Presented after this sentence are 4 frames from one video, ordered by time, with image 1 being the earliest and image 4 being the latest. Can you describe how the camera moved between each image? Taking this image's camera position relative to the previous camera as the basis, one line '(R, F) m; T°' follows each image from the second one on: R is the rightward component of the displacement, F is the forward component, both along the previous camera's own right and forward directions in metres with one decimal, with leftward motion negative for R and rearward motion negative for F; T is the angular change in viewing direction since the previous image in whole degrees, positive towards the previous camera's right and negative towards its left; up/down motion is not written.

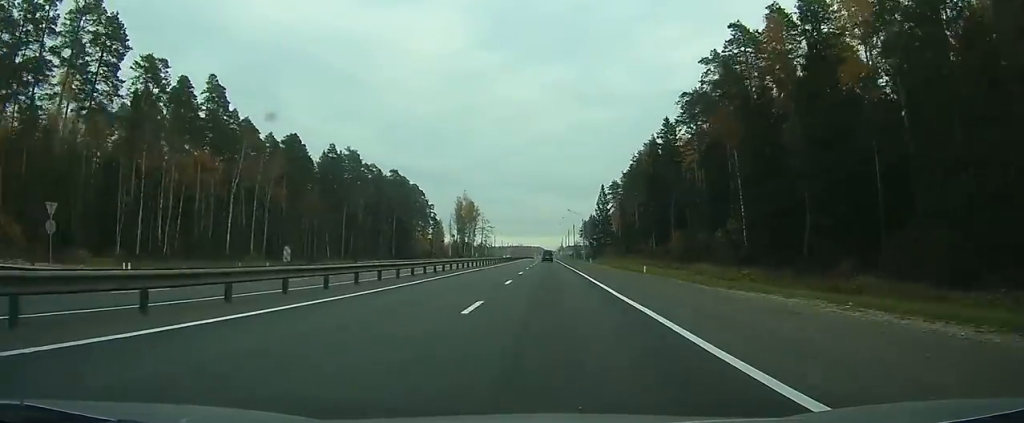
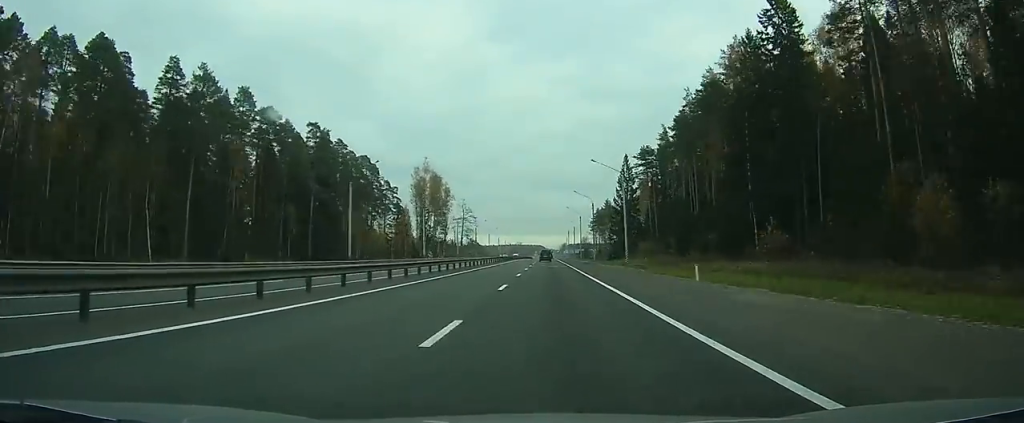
(+0.1, +59.2) m; 0°
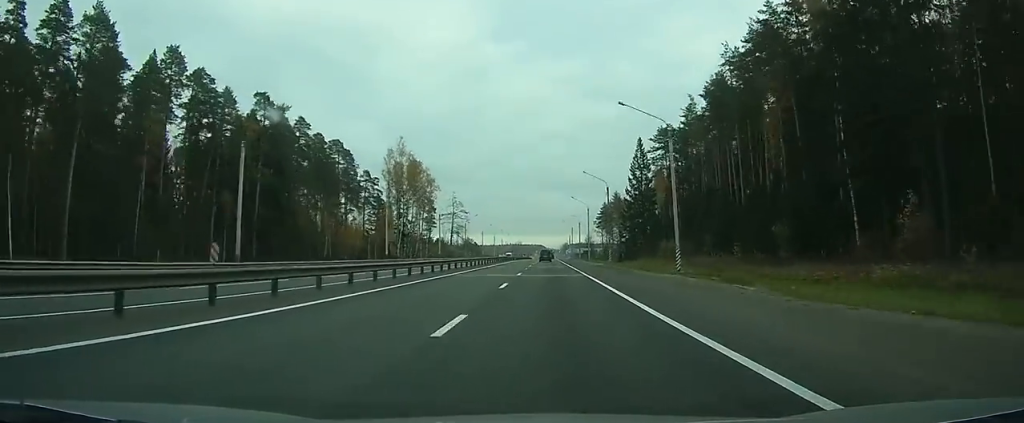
(+0.1, +21.7) m; 0°
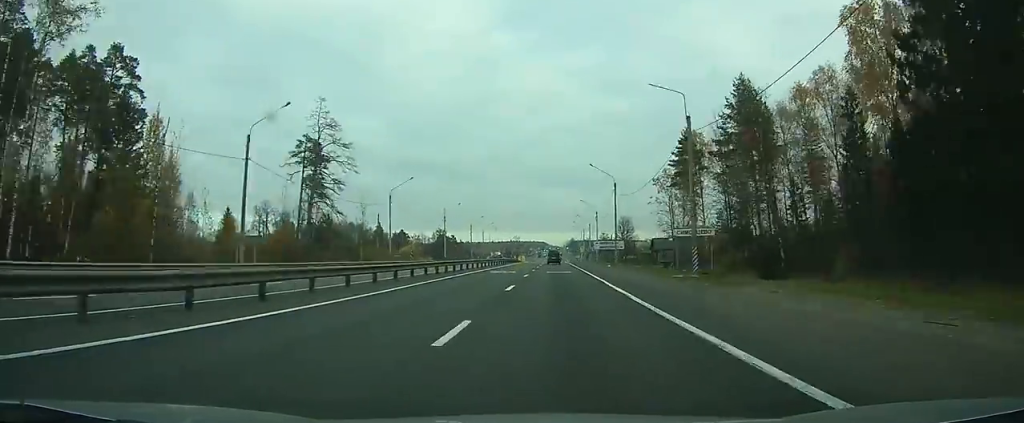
(-0.8, +105.7) m; 0°
